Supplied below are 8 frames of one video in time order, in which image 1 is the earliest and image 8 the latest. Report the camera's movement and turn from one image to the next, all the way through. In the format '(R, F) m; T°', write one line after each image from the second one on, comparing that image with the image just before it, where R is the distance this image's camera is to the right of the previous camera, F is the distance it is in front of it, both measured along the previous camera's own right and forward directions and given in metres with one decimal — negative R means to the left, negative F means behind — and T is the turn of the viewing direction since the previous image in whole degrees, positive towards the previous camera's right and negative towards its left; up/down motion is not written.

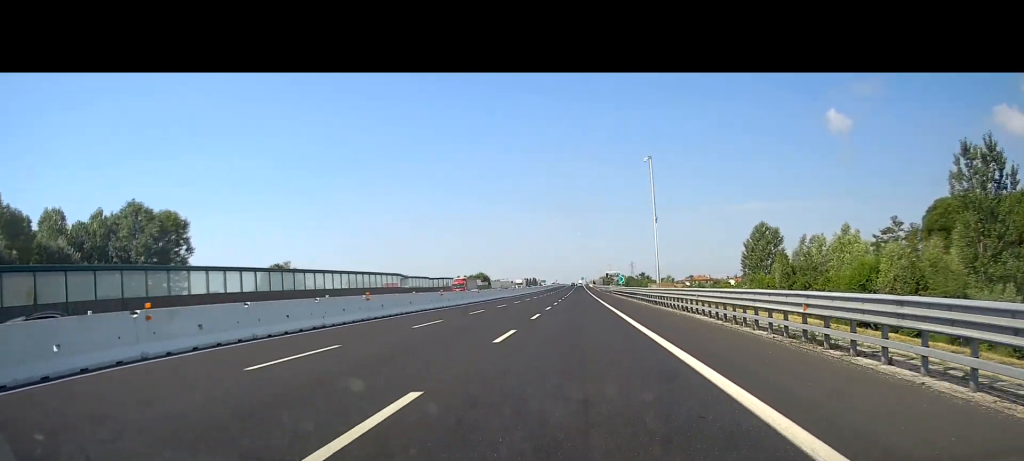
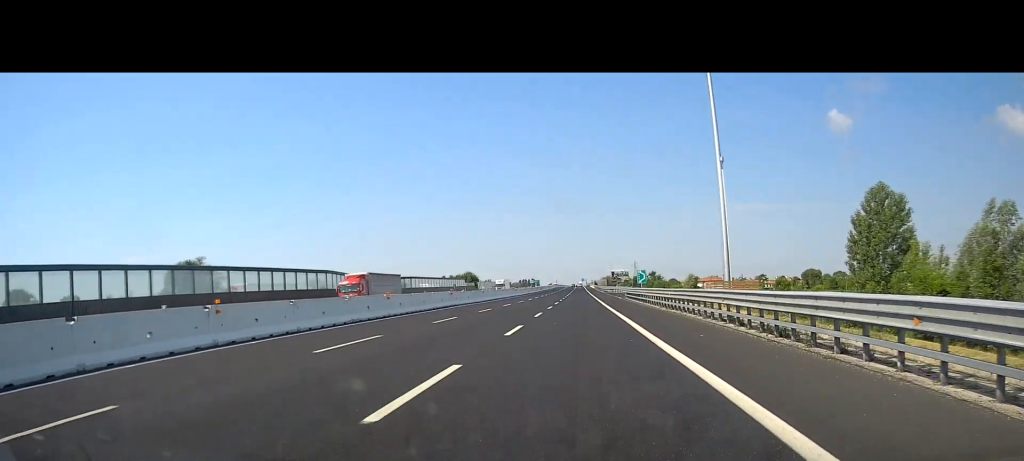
(0.0, +32.0) m; 0°
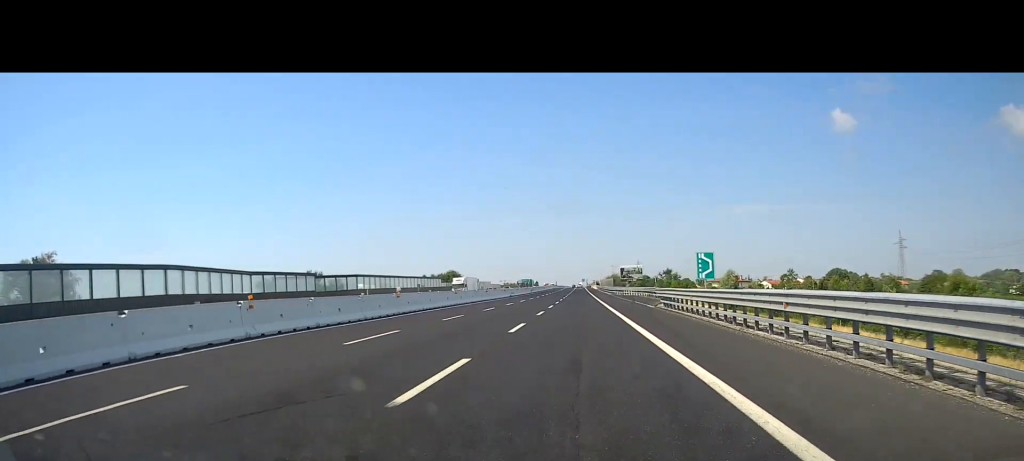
(+0.1, +33.8) m; 0°
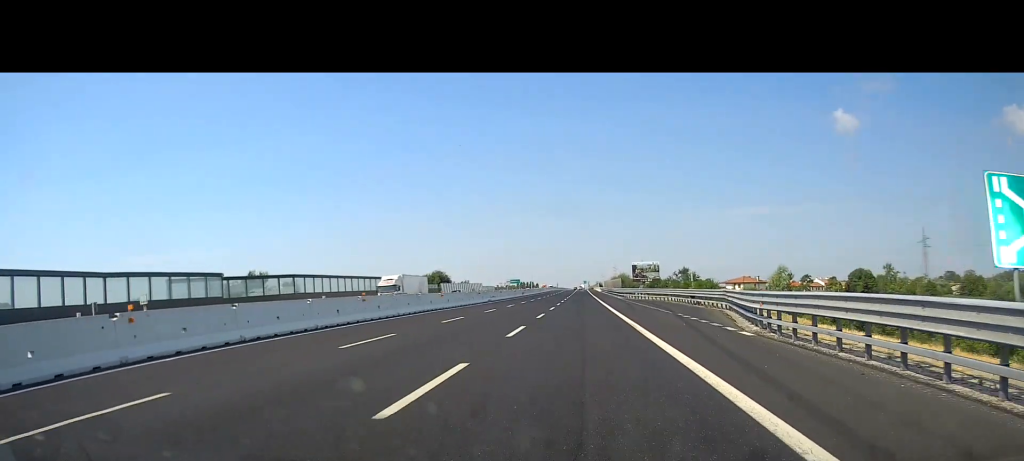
(0.0, +24.3) m; 0°
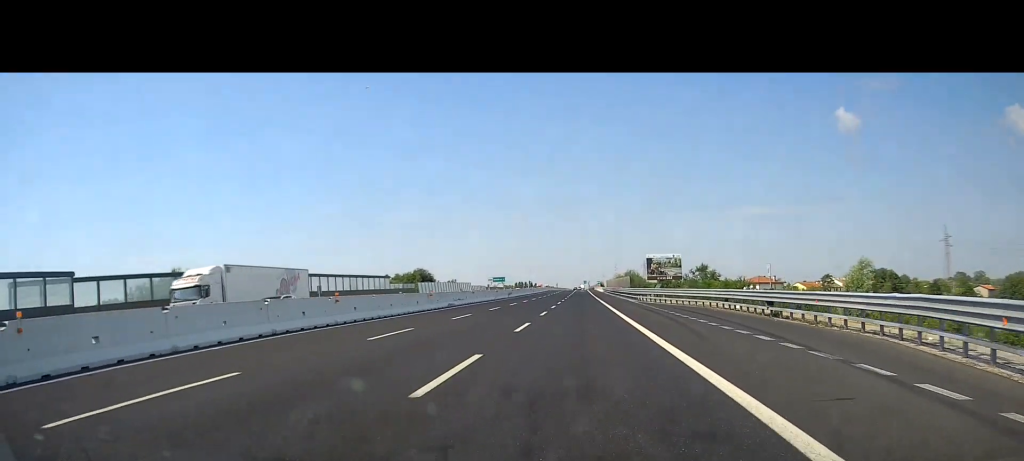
(+0.1, +21.8) m; 0°
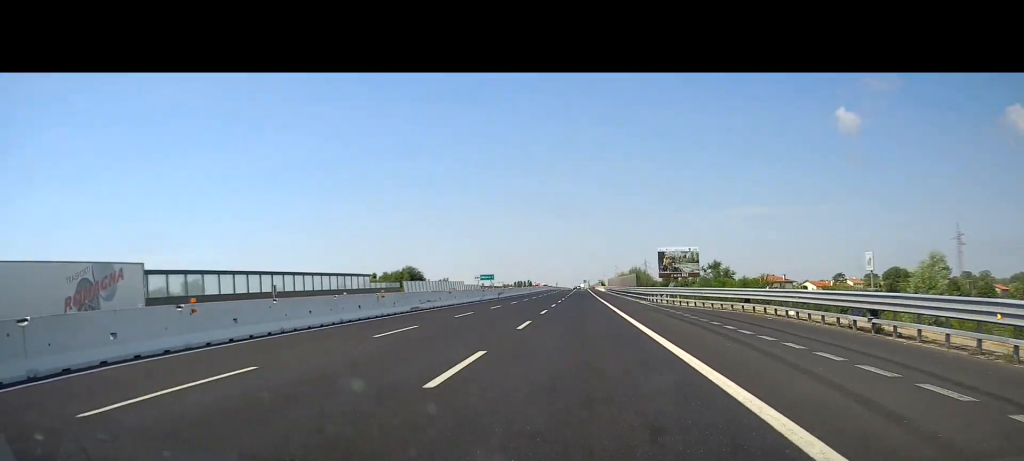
(+0.1, +11.4) m; 0°
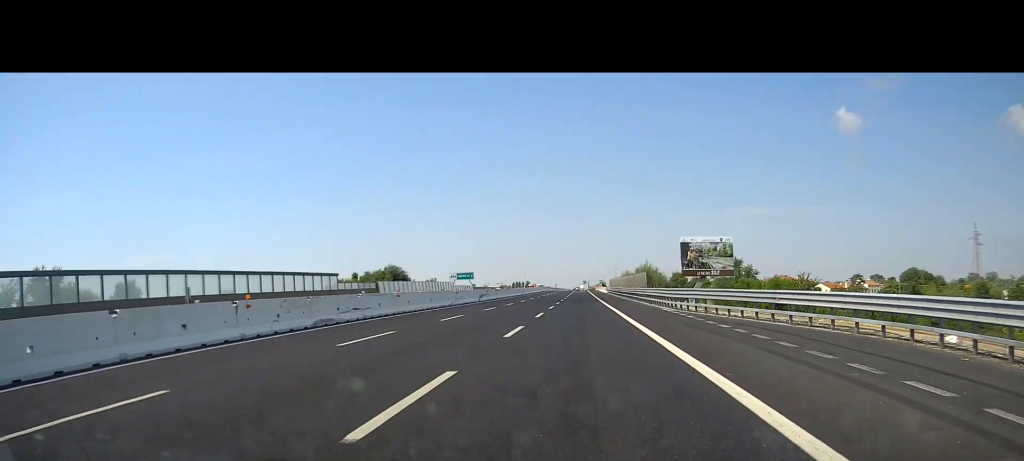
(-0.2, +14.8) m; 0°
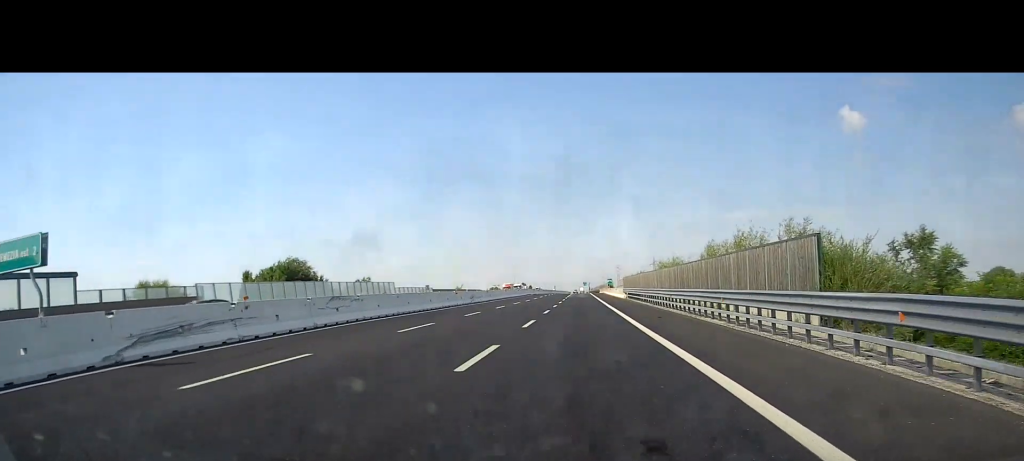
(+0.1, +54.1) m; 0°
